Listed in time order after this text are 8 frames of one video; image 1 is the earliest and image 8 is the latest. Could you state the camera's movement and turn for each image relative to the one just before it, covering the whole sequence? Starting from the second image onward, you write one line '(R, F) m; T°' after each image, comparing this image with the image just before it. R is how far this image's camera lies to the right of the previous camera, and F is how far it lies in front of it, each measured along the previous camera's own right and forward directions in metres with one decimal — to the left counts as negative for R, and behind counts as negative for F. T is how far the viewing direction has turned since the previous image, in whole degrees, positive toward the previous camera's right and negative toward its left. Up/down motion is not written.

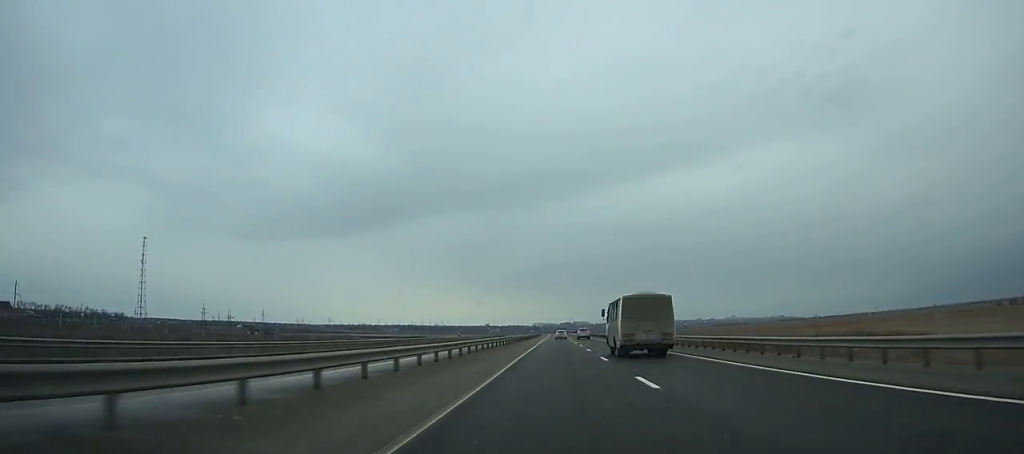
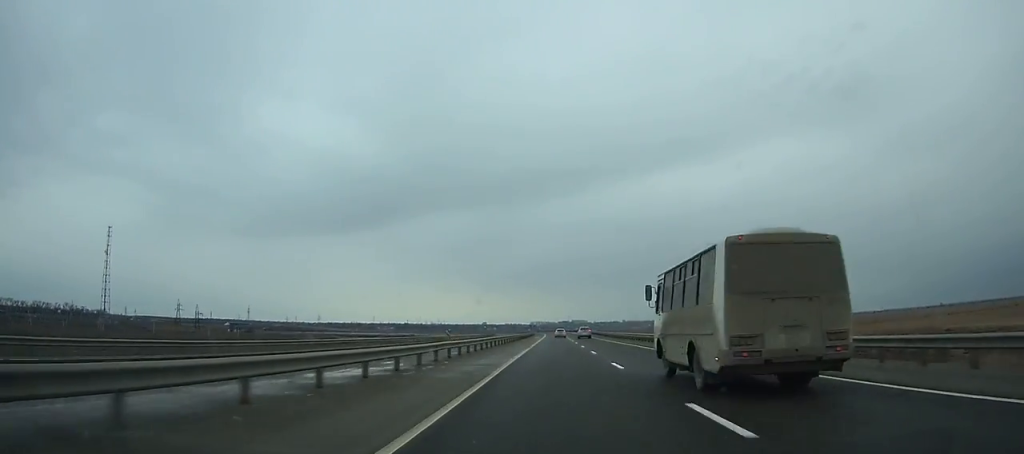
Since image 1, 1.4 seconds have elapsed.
(-0.2, +42.2) m; 0°
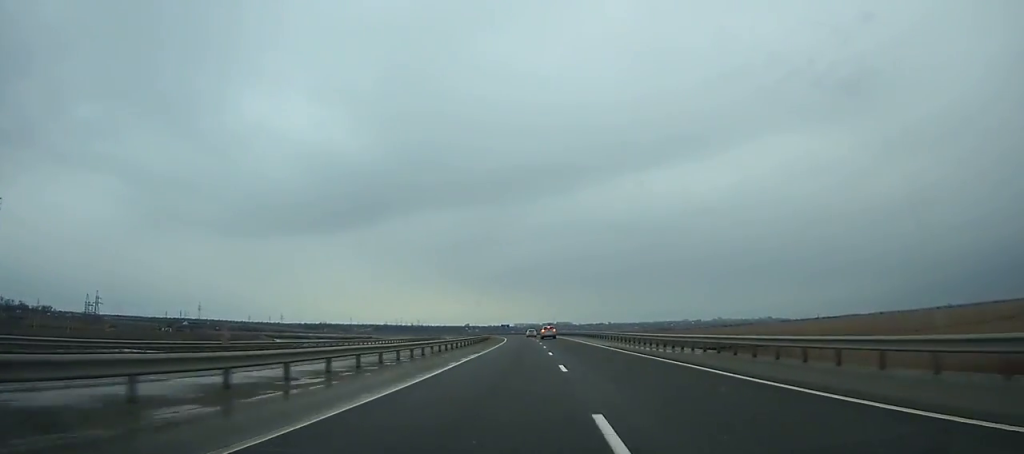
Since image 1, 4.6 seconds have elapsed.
(+1.2, +94.9) m; -1°
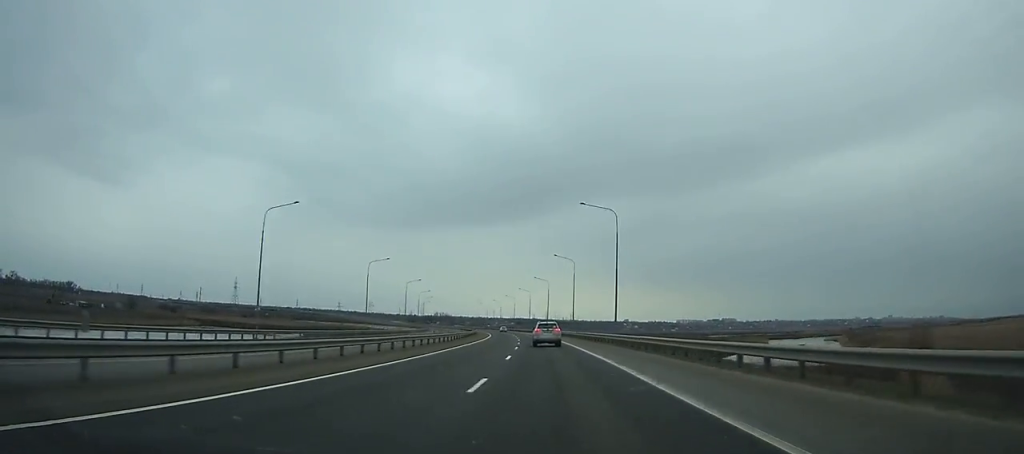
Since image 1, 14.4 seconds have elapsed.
(-38.4, +270.4) m; -16°
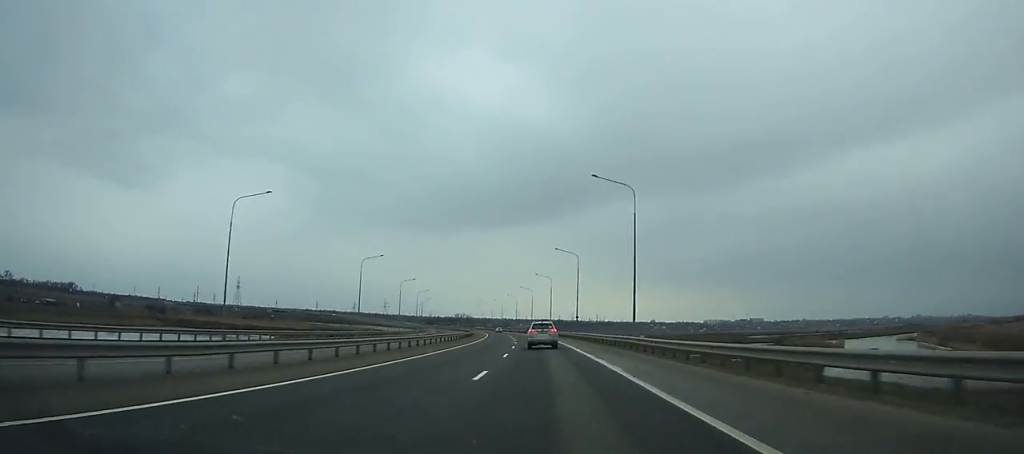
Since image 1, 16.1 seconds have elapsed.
(-0.9, +44.7) m; -3°
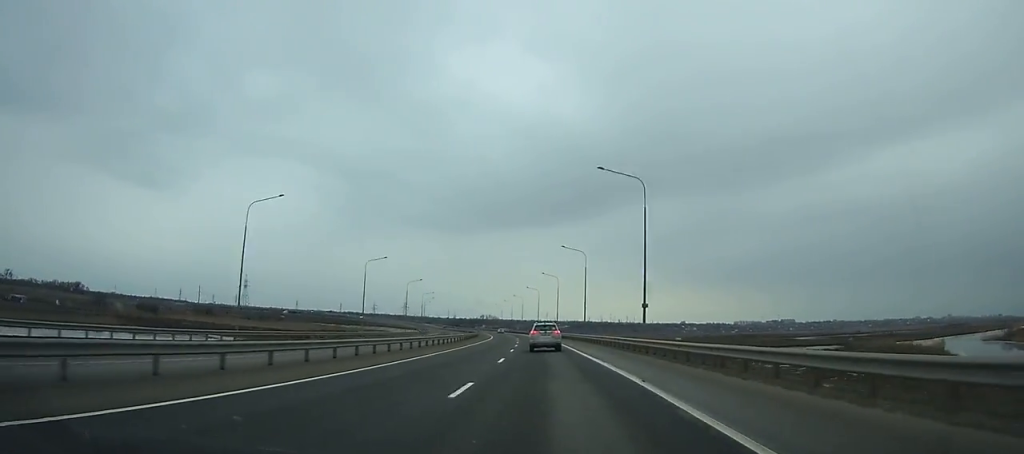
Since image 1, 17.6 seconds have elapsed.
(-1.1, +38.7) m; -2°
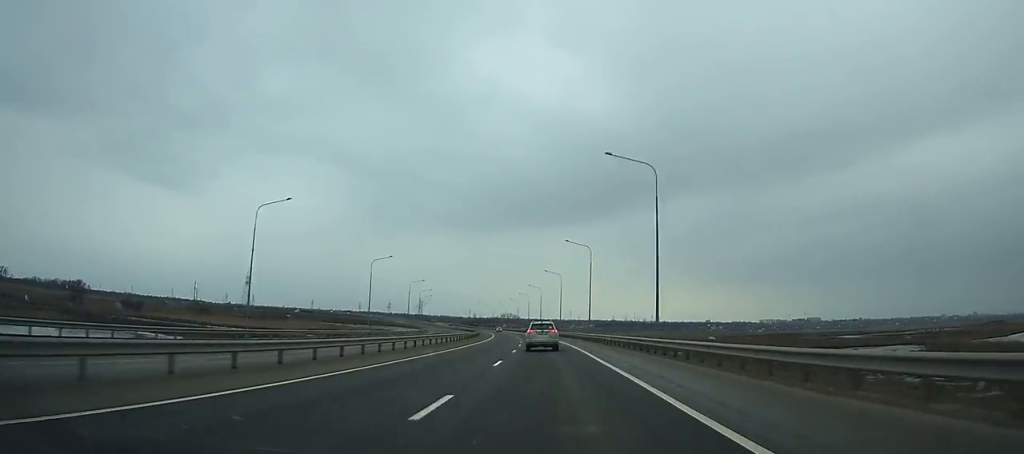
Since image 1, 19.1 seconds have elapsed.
(-0.7, +38.3) m; -2°
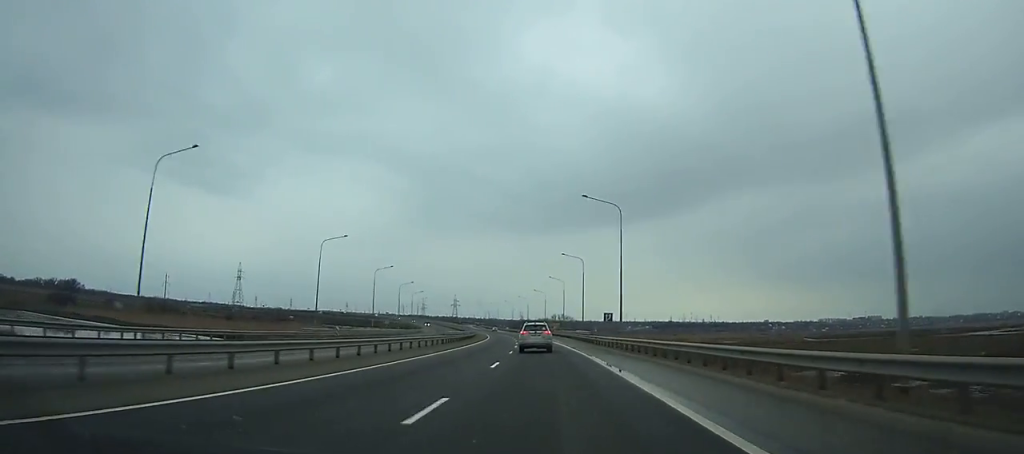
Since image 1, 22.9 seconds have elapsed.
(-4.2, +94.9) m; -6°
